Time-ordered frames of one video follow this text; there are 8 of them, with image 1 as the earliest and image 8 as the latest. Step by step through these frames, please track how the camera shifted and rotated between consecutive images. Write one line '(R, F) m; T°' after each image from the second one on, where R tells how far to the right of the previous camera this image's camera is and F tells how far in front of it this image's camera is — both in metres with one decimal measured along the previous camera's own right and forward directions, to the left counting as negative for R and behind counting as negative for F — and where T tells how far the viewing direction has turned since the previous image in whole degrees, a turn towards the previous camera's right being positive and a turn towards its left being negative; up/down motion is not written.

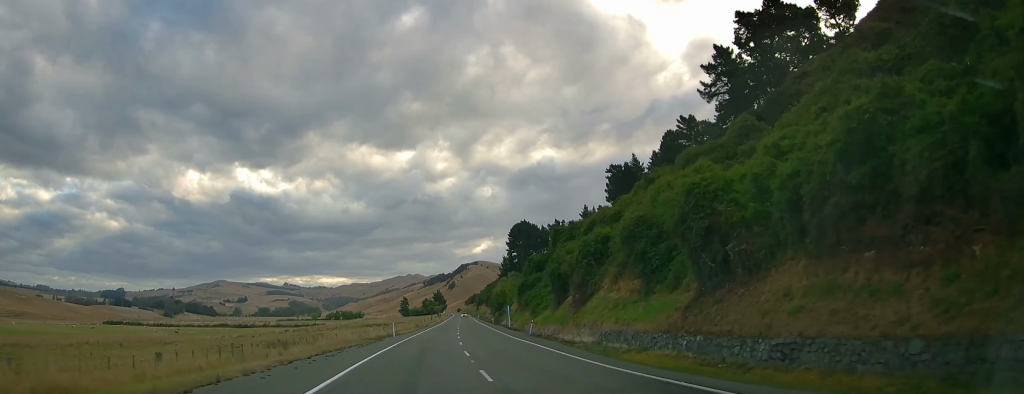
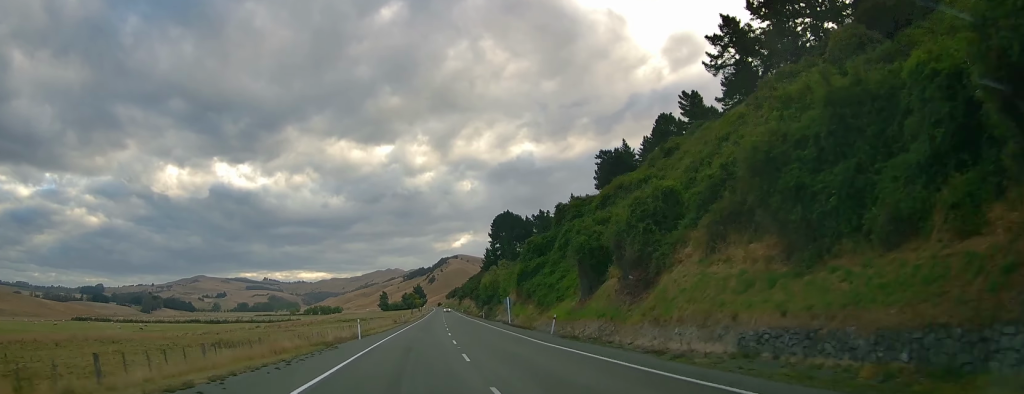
(+0.4, +15.6) m; +3°
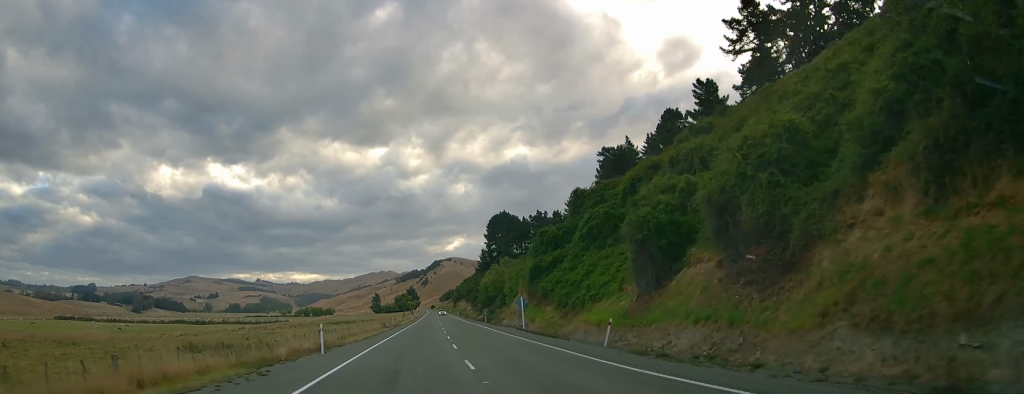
(0.0, +12.2) m; +2°
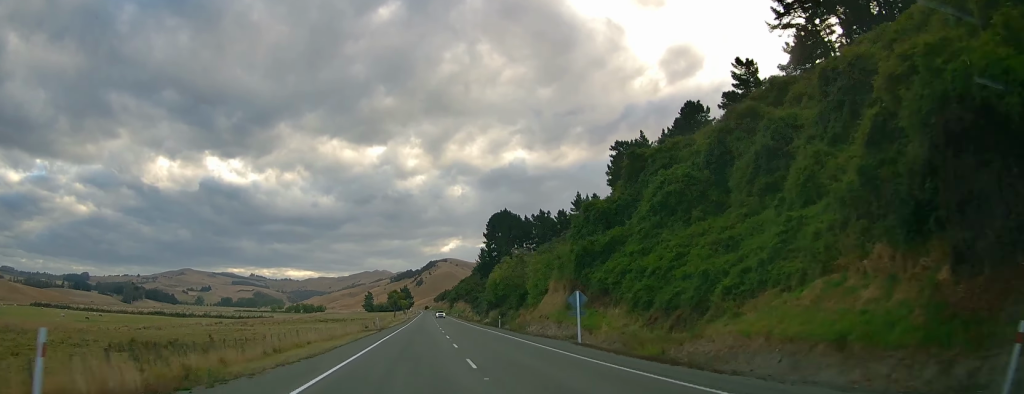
(+0.8, +19.2) m; +1°
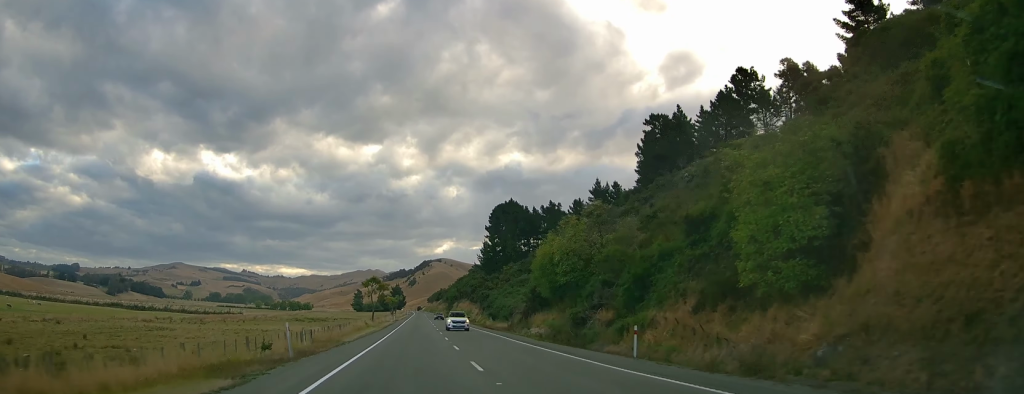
(-0.2, +41.1) m; 0°
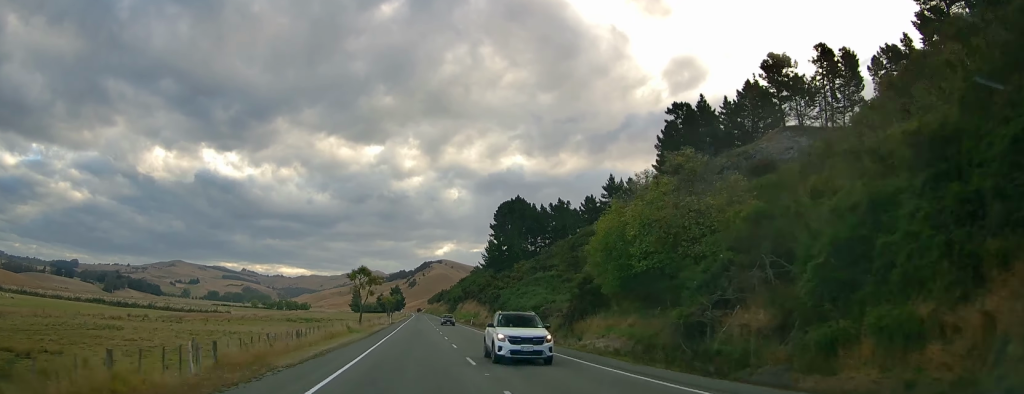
(+0.6, +16.7) m; 0°
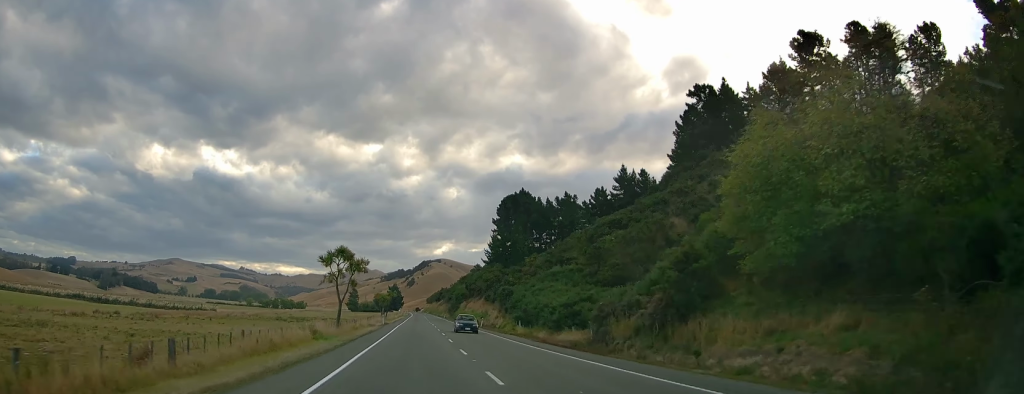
(-0.2, +15.8) m; 0°
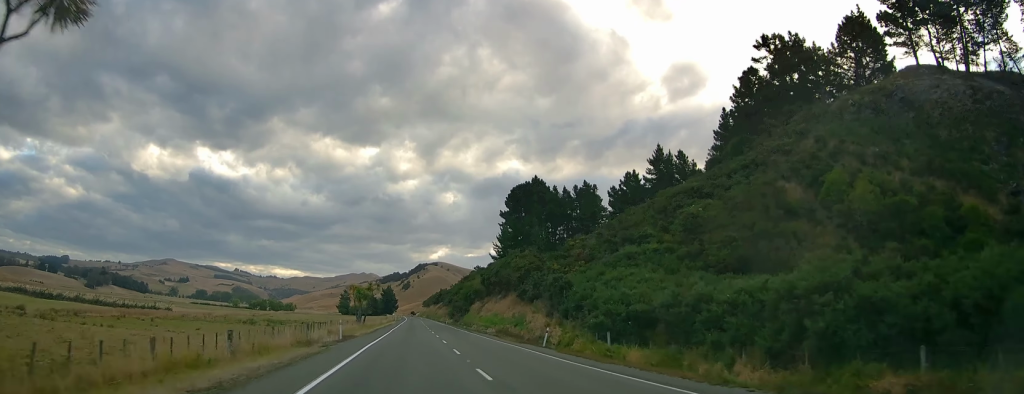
(+0.2, +37.9) m; +2°
